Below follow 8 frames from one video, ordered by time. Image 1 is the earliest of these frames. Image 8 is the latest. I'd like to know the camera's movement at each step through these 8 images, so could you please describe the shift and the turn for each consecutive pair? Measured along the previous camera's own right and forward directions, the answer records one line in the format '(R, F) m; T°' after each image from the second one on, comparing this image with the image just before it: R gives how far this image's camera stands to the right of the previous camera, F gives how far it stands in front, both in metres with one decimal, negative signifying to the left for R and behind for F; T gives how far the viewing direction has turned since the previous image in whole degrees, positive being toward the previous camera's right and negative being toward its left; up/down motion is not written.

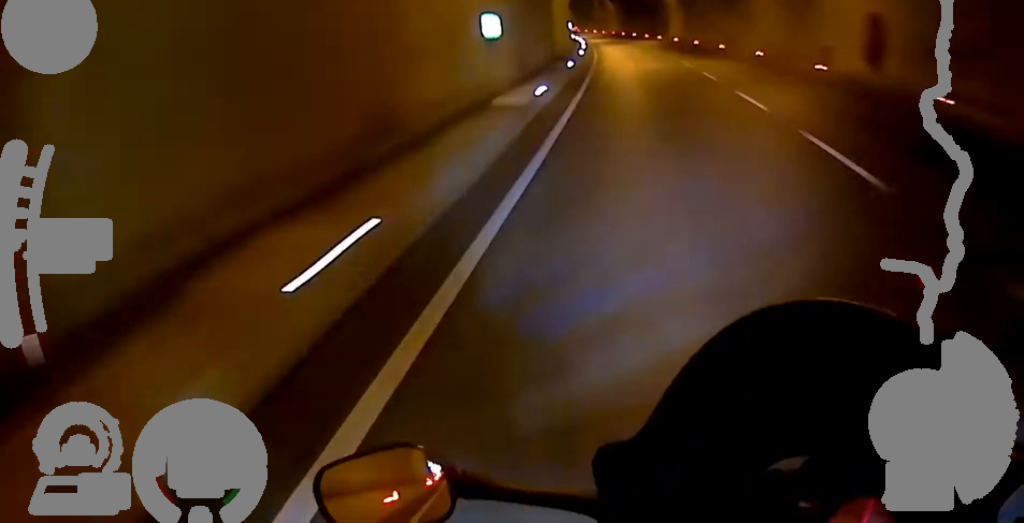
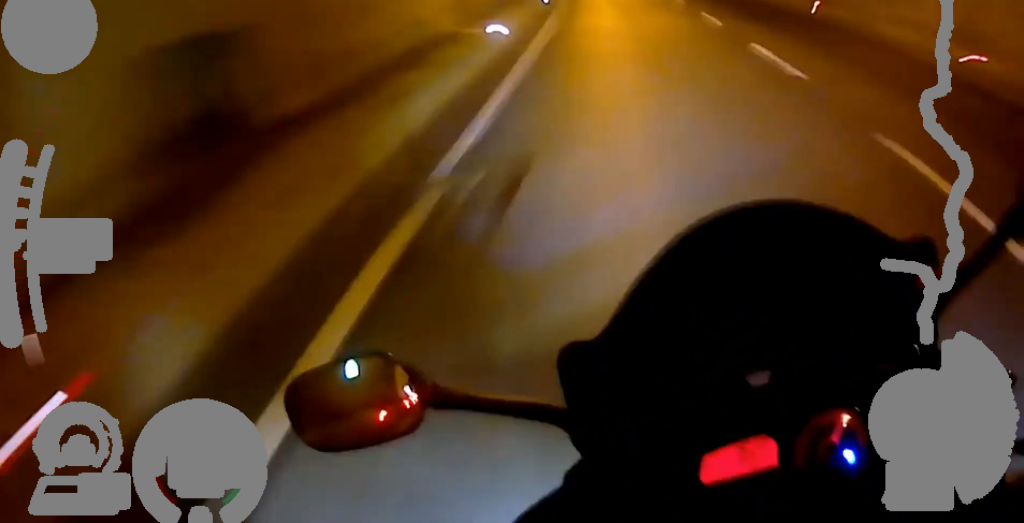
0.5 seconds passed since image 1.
(0.0, +16.5) m; 0°
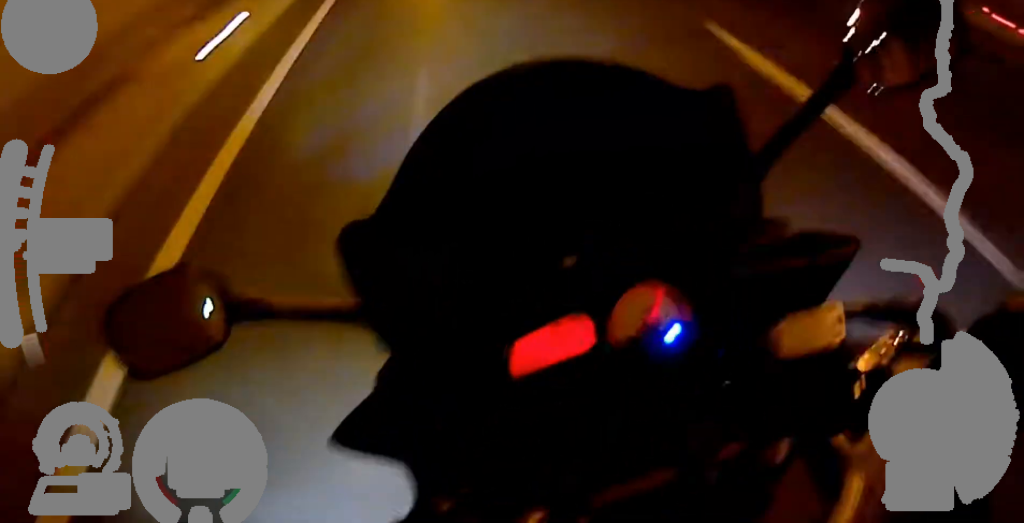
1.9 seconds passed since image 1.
(-0.1, +44.1) m; 0°
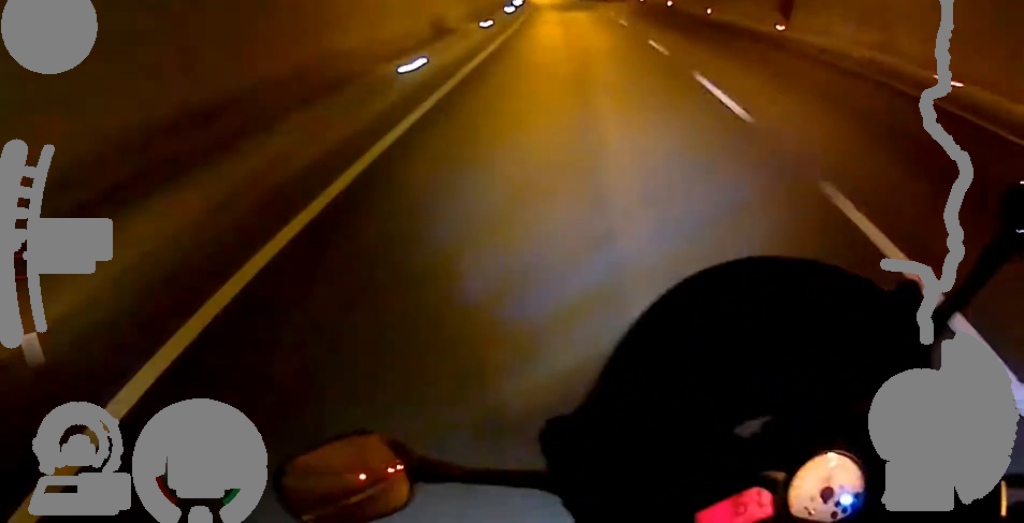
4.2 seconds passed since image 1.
(+0.1, +70.6) m; 0°
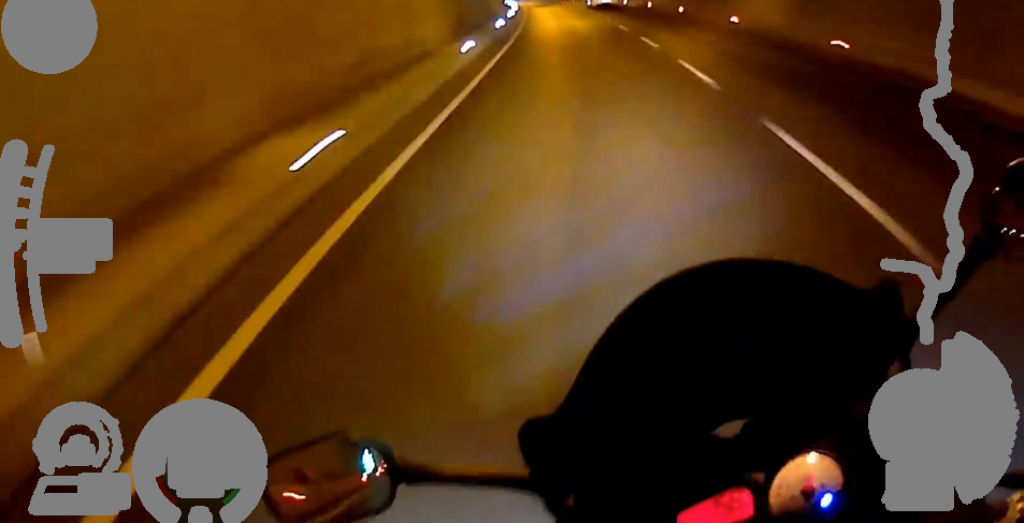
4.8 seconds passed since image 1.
(0.0, +20.7) m; 0°
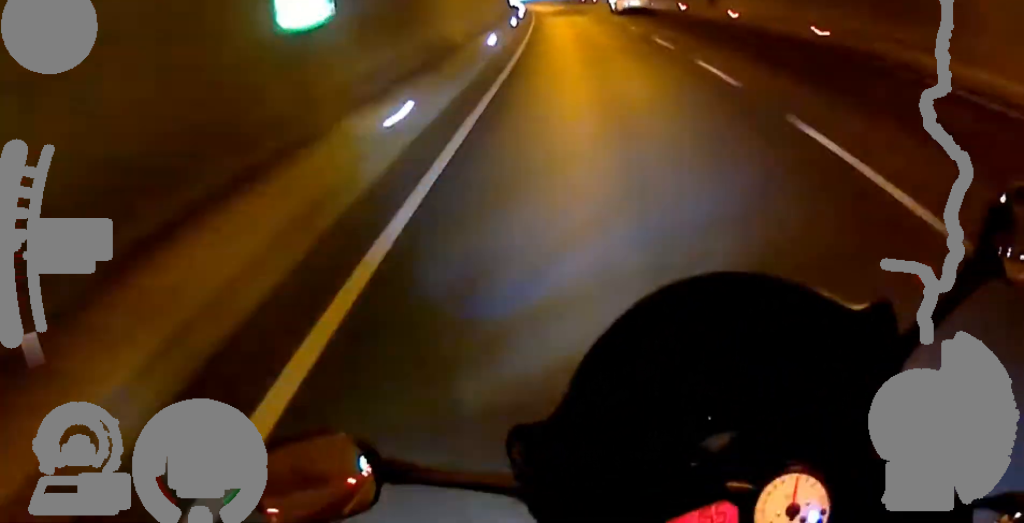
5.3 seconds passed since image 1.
(0.0, +14.4) m; 0°
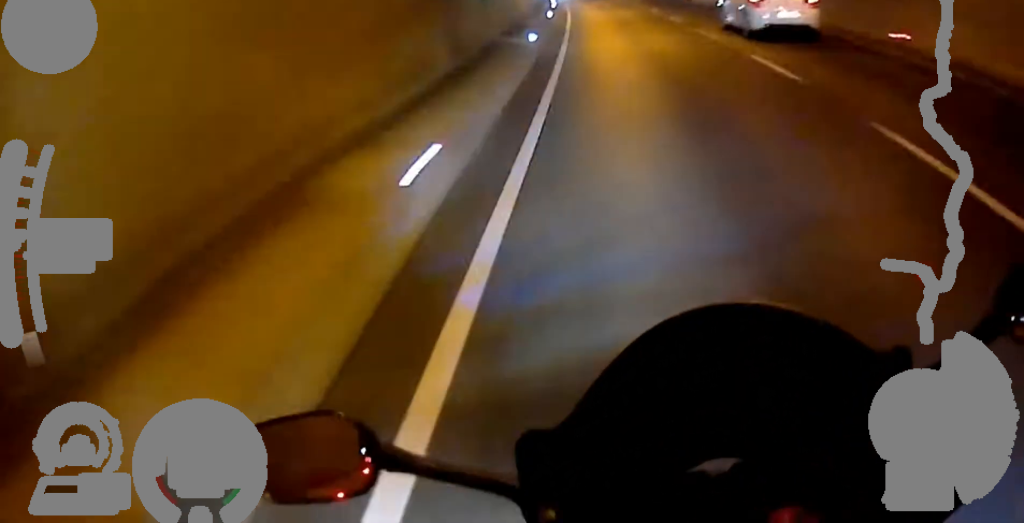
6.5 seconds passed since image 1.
(0.0, +38.1) m; 0°
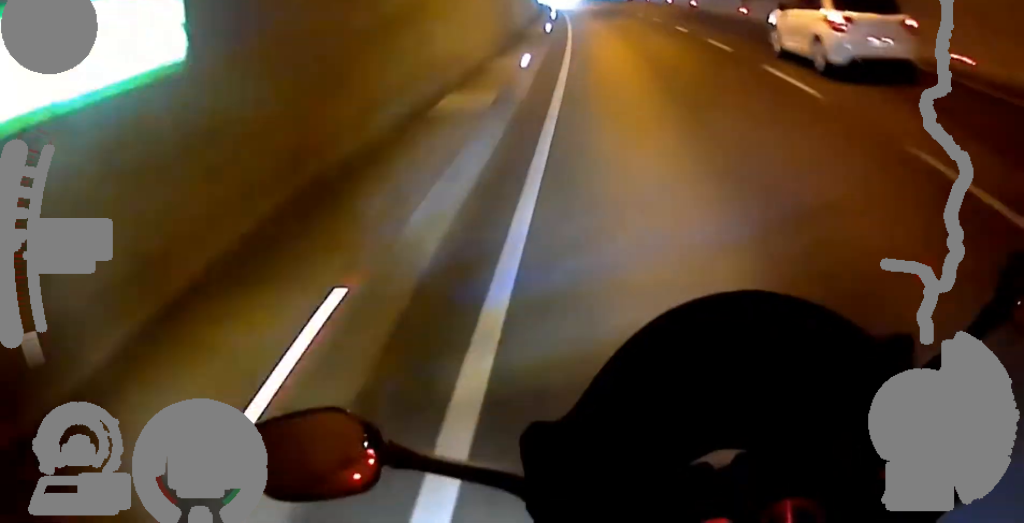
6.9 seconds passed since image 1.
(0.0, +12.4) m; 0°
